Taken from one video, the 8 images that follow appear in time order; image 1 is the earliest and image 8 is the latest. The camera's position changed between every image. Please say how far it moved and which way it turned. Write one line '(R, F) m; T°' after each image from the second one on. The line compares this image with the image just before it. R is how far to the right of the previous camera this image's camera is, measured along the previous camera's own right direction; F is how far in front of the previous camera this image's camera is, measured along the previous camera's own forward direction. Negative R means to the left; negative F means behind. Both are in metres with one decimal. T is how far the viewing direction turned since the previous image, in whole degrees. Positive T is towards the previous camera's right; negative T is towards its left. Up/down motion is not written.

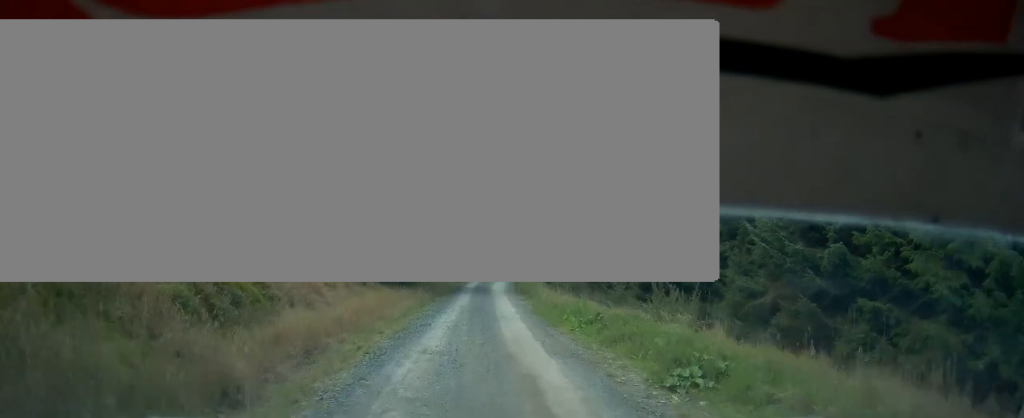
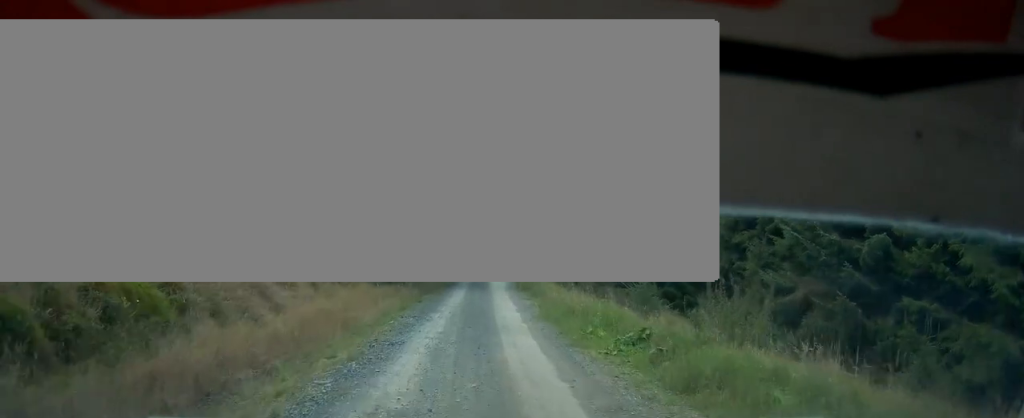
(-0.3, +4.8) m; +1°
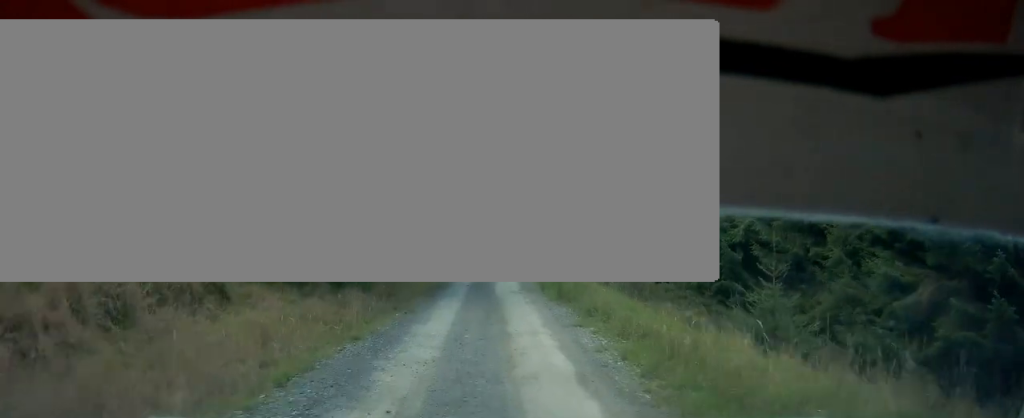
(+0.5, +10.1) m; 0°
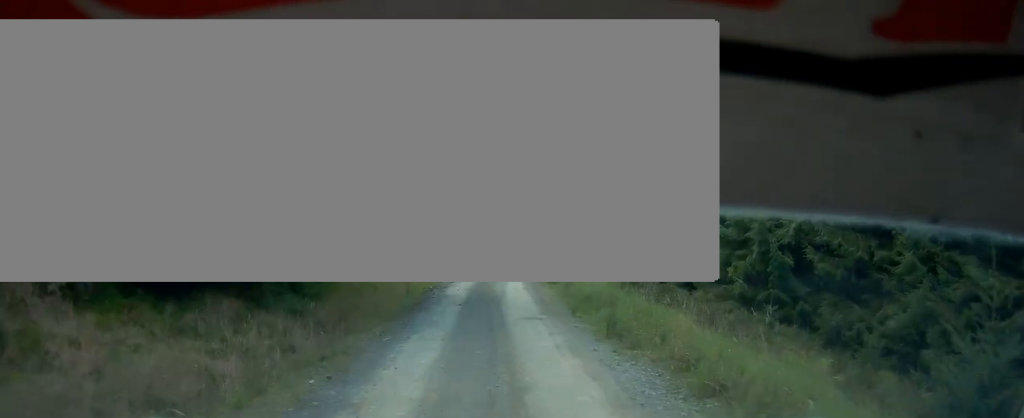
(0.0, +5.7) m; -1°
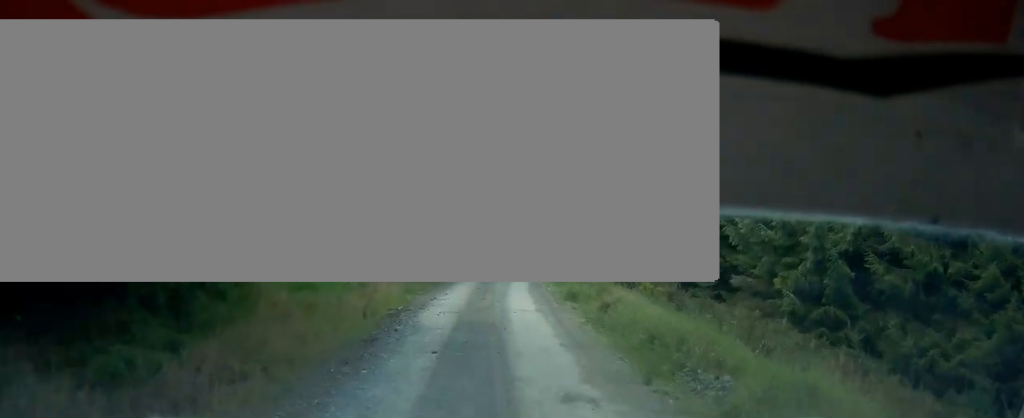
(-0.5, +4.9) m; -1°
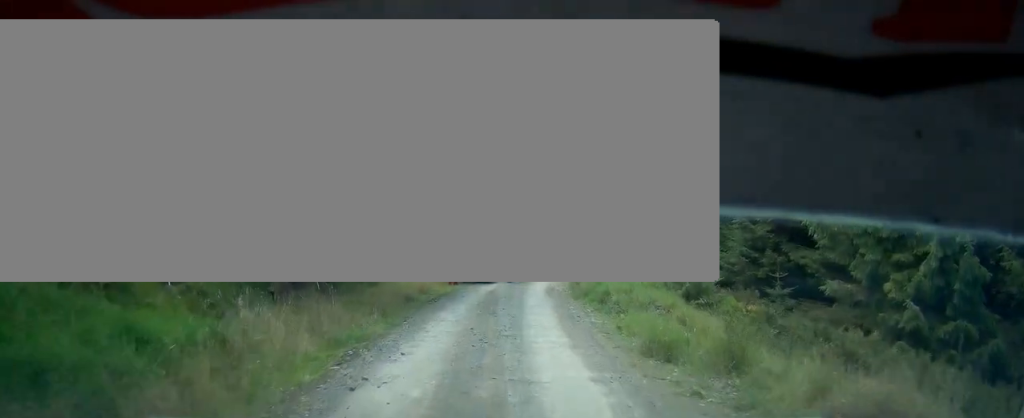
(+0.5, +6.3) m; +2°
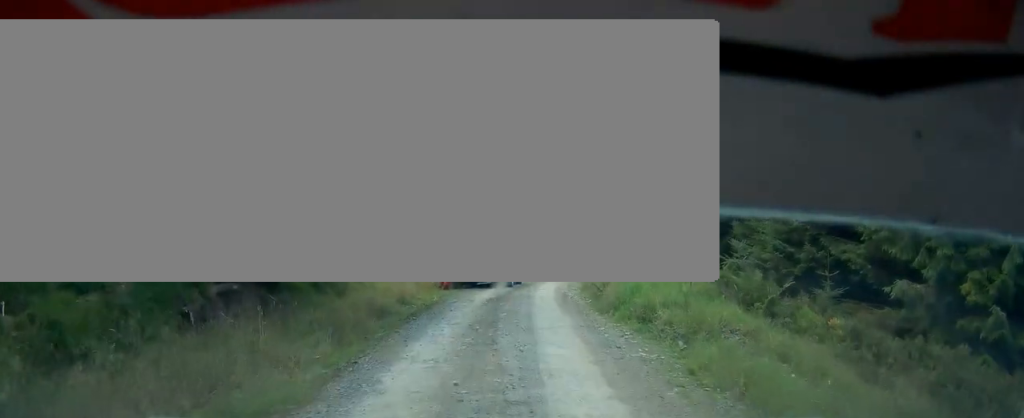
(0.0, +2.9) m; +2°
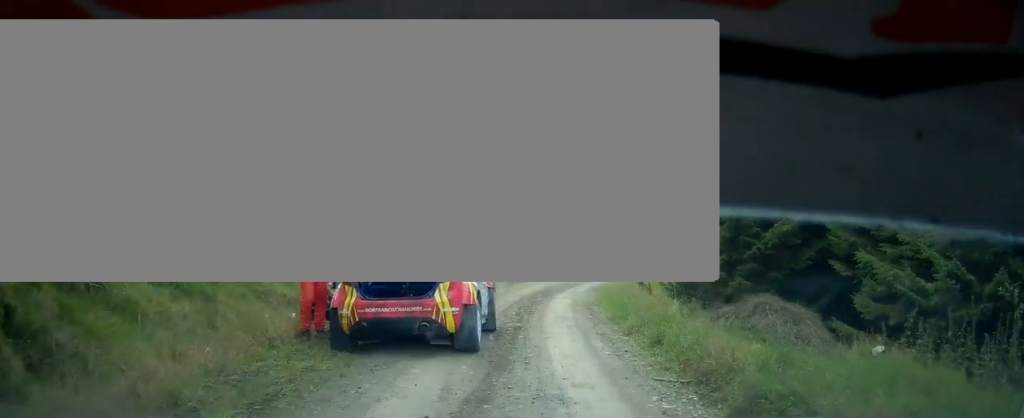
(+0.9, +8.7) m; +14°
